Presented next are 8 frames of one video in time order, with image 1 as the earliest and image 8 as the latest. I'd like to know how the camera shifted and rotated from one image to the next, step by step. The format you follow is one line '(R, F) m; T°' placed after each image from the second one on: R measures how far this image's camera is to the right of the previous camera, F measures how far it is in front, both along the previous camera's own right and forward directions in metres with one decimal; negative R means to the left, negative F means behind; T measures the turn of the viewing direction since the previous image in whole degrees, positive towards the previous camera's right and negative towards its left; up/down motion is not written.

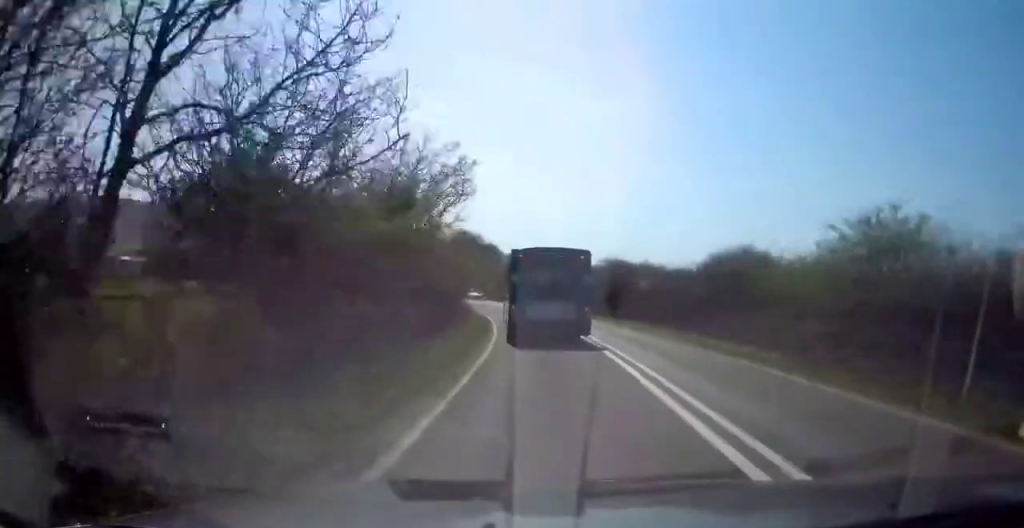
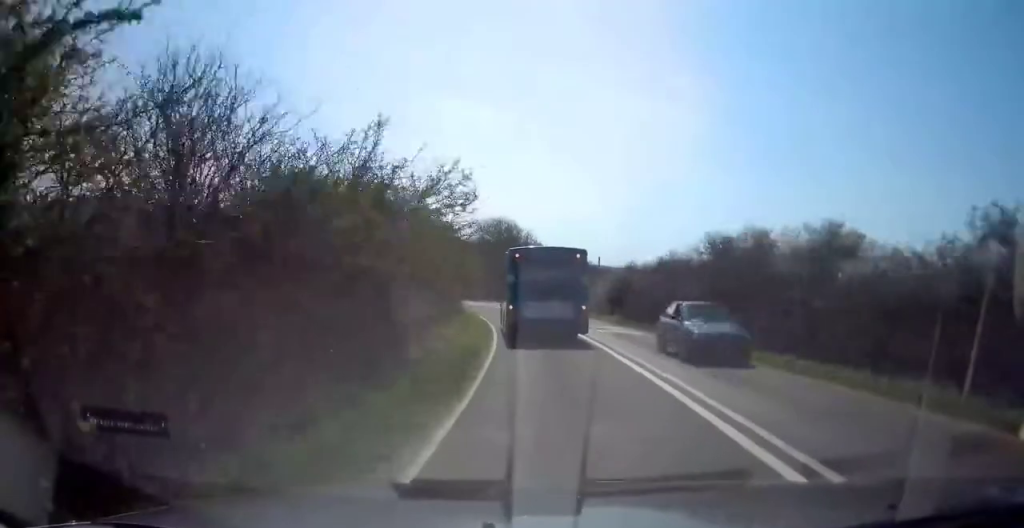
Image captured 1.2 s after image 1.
(0.0, +21.1) m; 0°
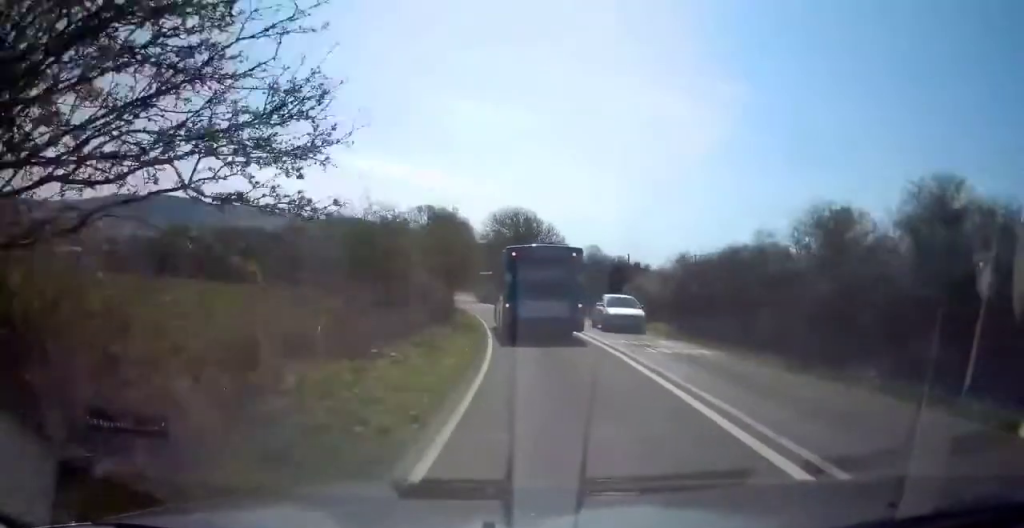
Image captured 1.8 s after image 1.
(0.0, +10.2) m; 0°
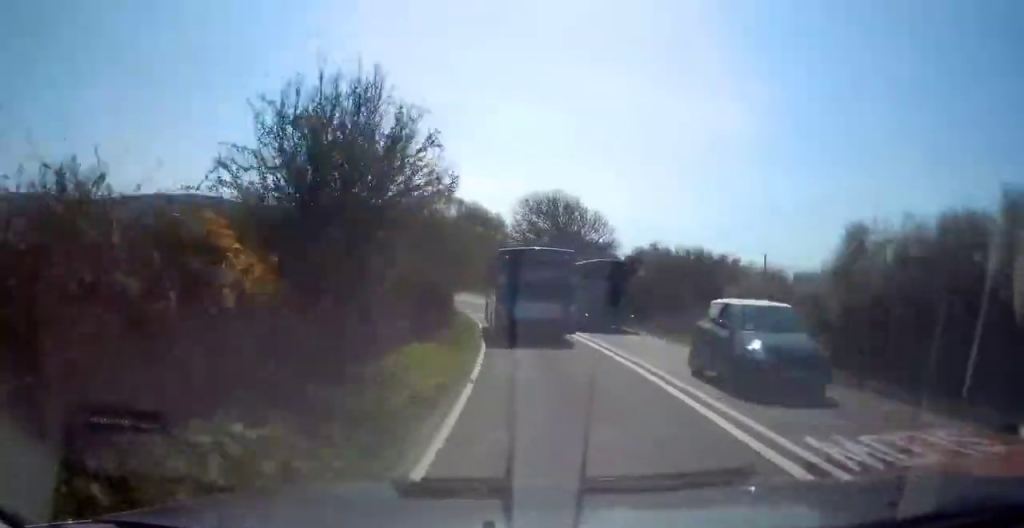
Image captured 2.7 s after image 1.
(0.0, +15.2) m; 0°
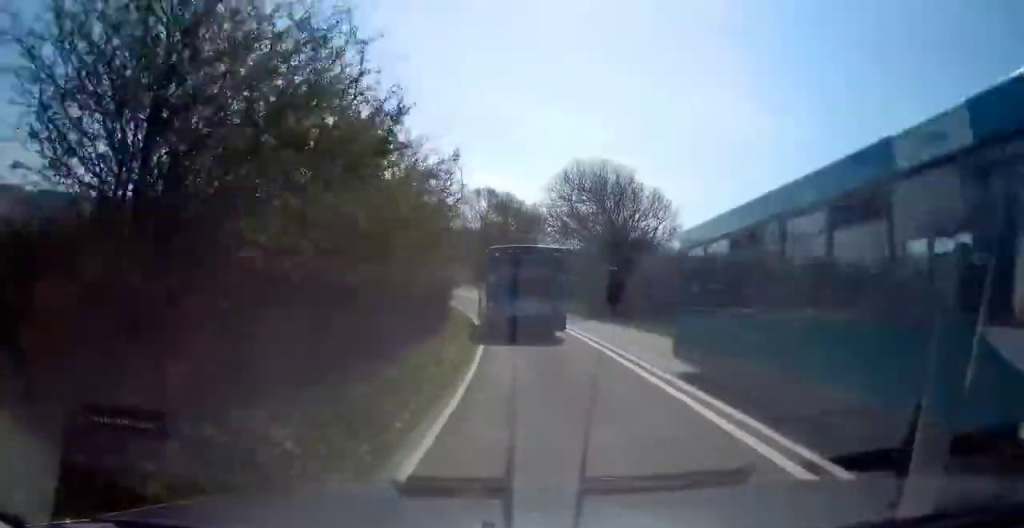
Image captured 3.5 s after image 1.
(0.0, +13.5) m; 0°
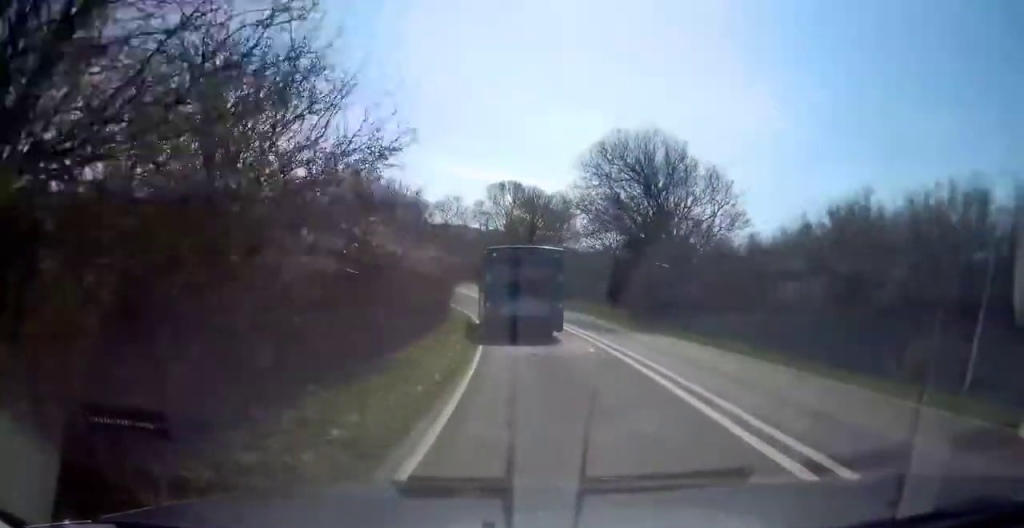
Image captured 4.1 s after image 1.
(0.0, +9.0) m; 0°
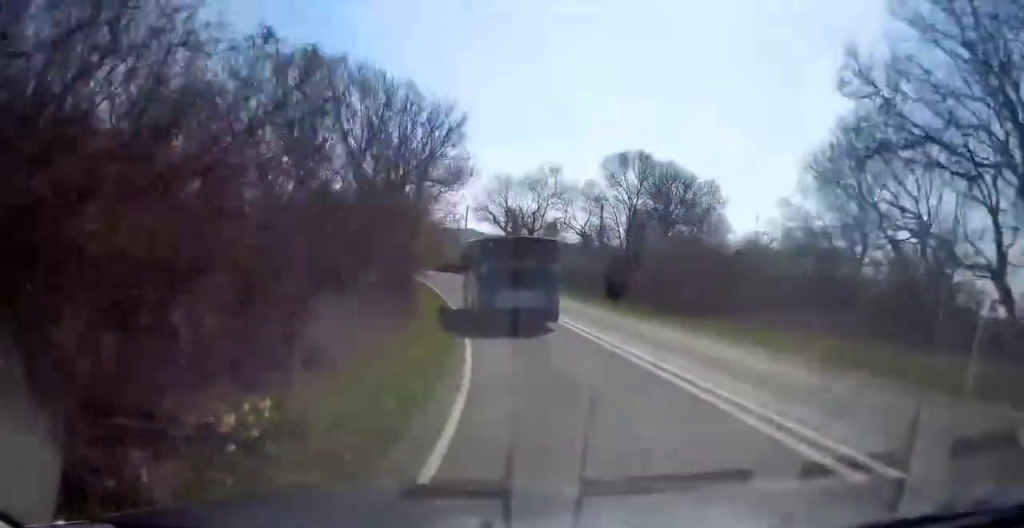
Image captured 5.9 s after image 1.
(-4.5, +30.7) m; -17°
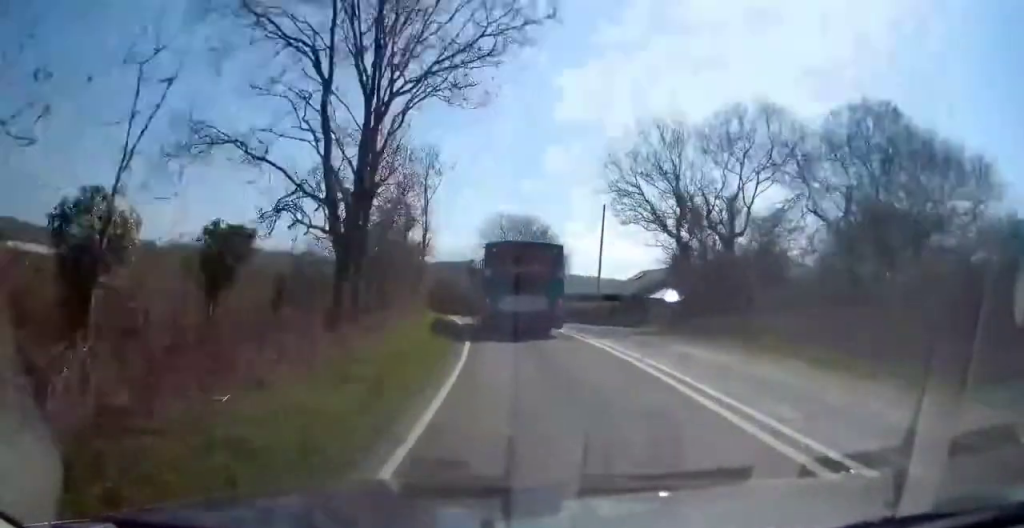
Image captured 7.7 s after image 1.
(-2.8, +30.1) m; -13°
